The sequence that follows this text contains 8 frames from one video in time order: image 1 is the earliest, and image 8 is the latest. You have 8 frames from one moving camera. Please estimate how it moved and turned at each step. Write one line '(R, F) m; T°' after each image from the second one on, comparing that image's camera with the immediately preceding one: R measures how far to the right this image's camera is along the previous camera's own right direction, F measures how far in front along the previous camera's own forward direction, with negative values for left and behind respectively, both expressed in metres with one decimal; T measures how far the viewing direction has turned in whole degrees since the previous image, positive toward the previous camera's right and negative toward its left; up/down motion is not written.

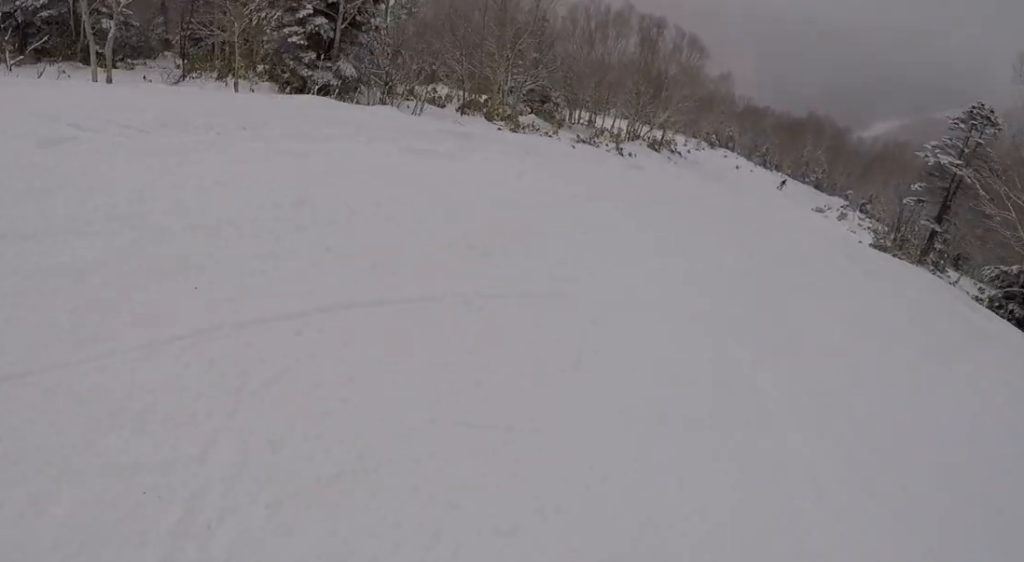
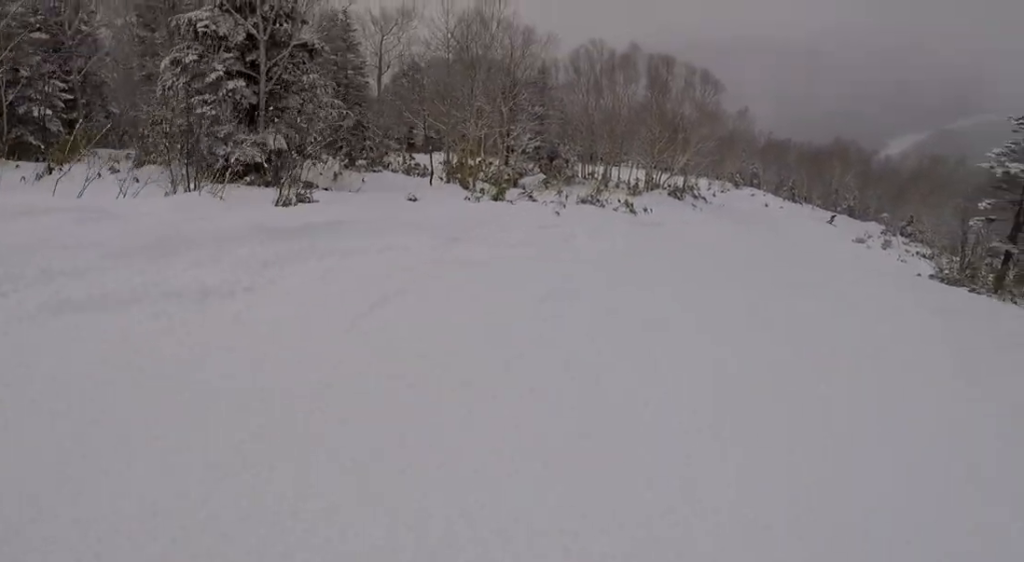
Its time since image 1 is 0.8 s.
(0.0, +6.6) m; 0°
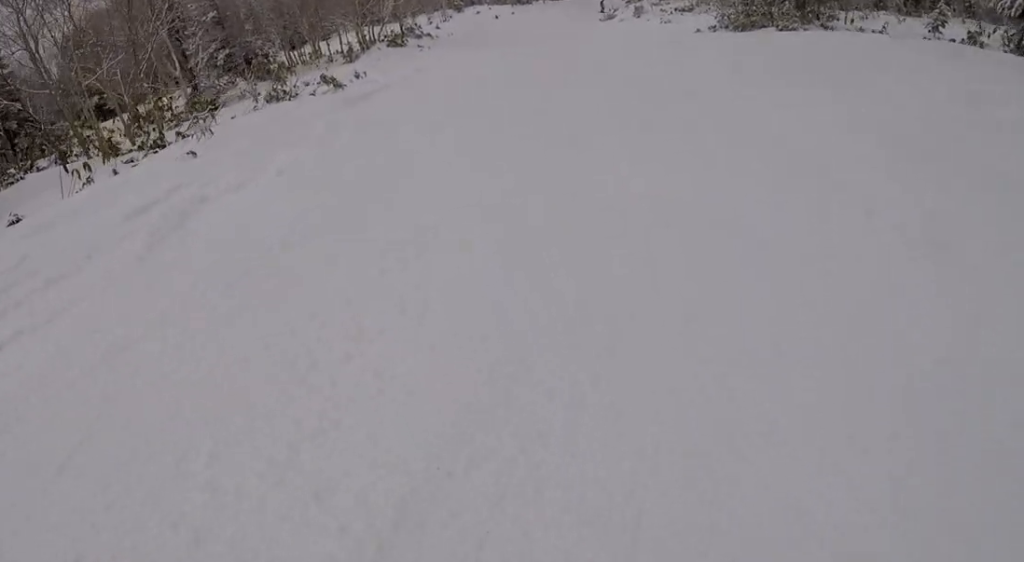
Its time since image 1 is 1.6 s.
(0.0, +6.3) m; -2°
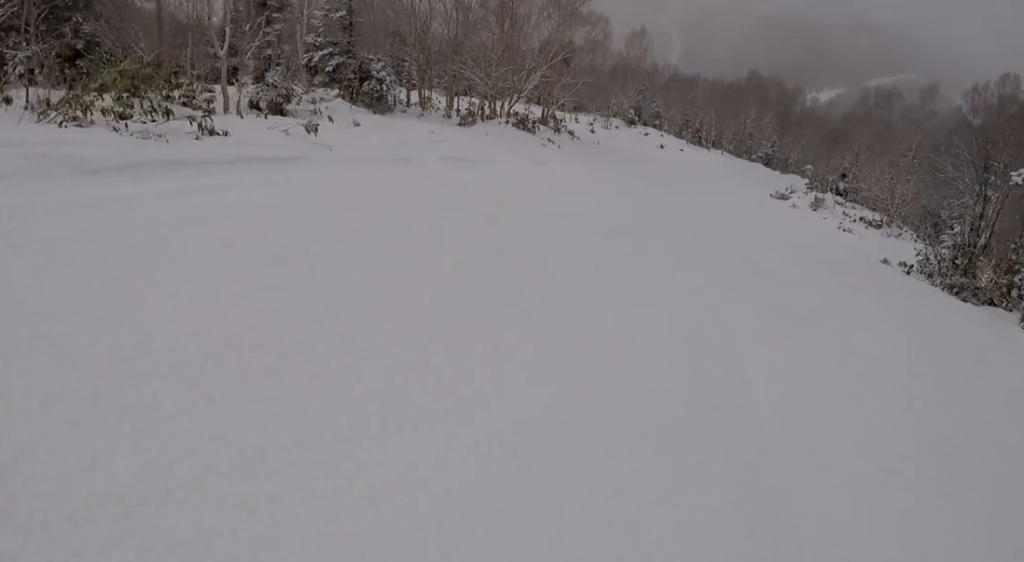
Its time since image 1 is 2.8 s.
(-0.6, +10.2) m; -4°
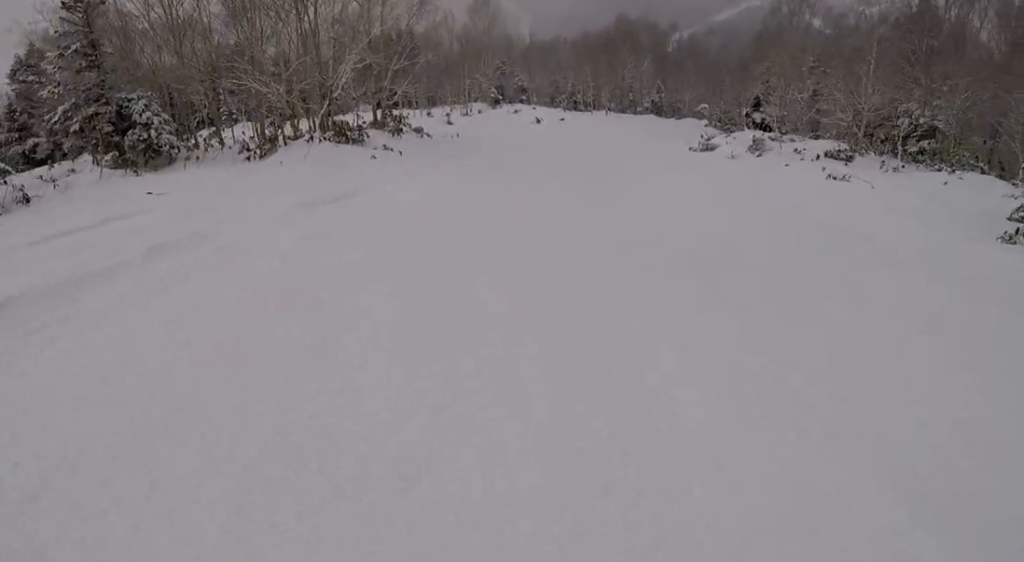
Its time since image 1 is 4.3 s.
(+0.6, +13.1) m; +11°
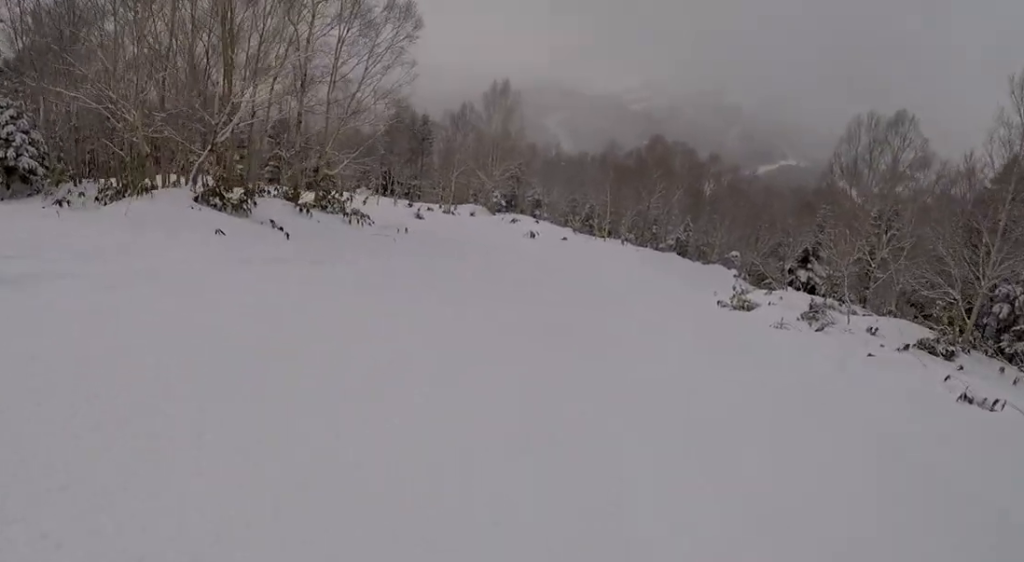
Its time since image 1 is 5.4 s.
(+0.6, +10.5) m; -7°
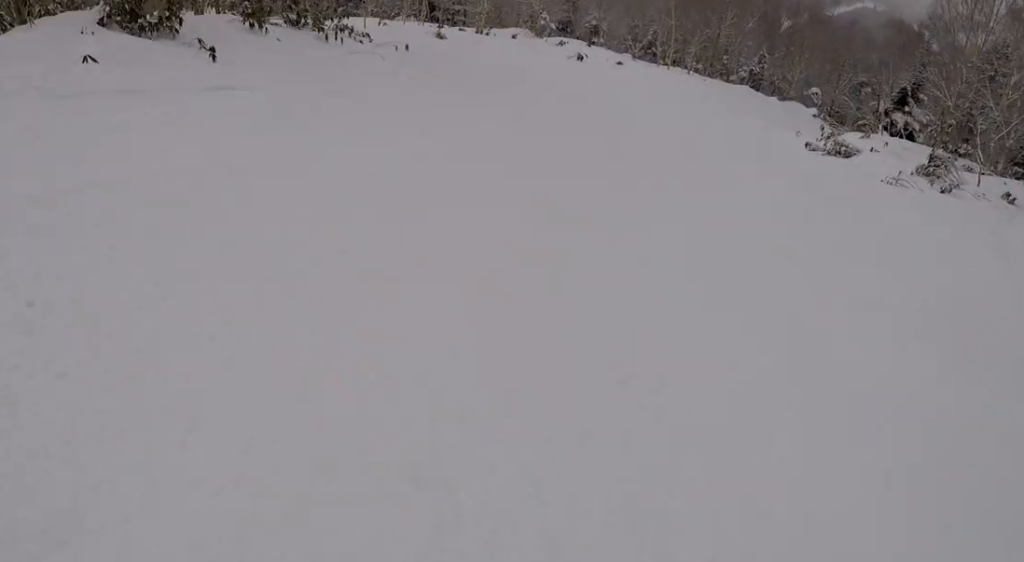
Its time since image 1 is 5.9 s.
(-0.9, +4.9) m; -6°
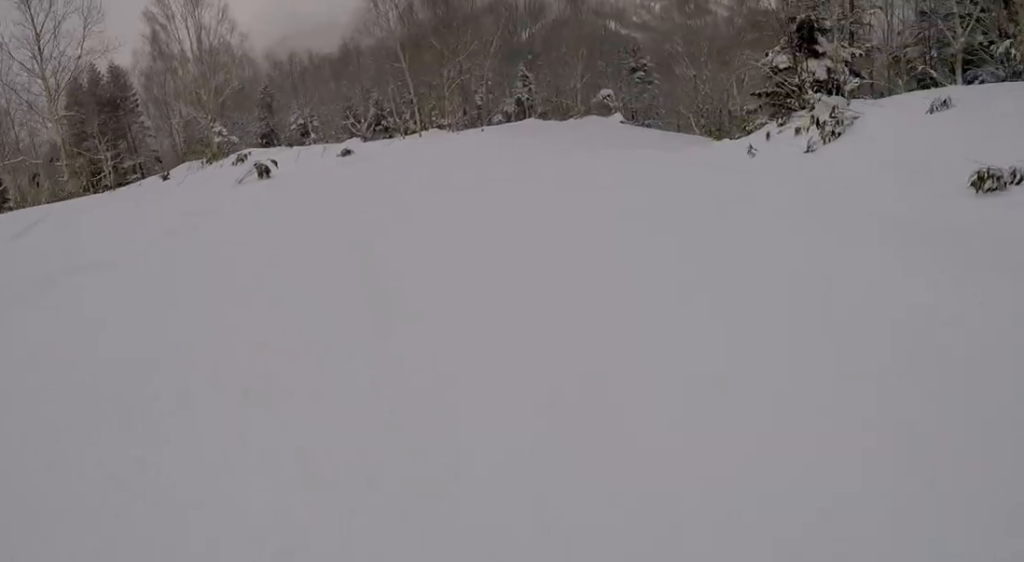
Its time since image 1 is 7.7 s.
(0.0, +16.3) m; +11°
